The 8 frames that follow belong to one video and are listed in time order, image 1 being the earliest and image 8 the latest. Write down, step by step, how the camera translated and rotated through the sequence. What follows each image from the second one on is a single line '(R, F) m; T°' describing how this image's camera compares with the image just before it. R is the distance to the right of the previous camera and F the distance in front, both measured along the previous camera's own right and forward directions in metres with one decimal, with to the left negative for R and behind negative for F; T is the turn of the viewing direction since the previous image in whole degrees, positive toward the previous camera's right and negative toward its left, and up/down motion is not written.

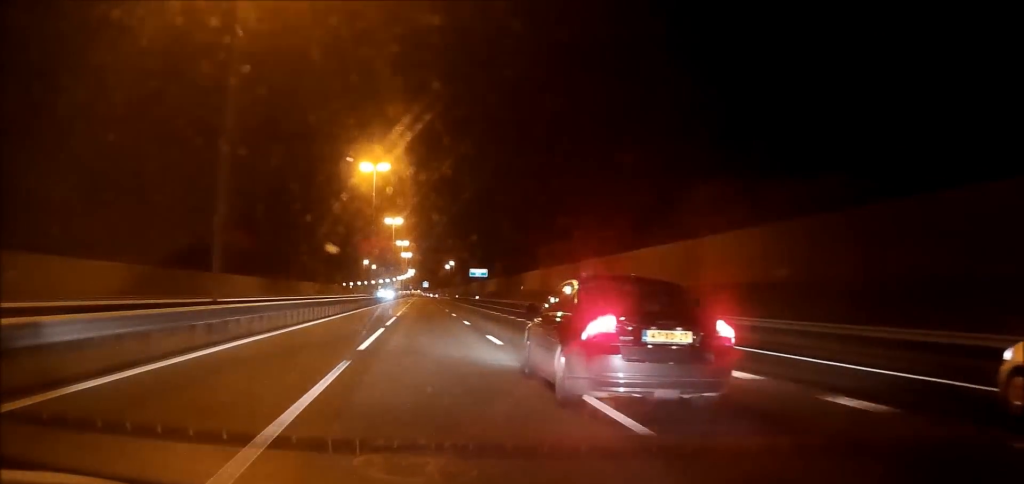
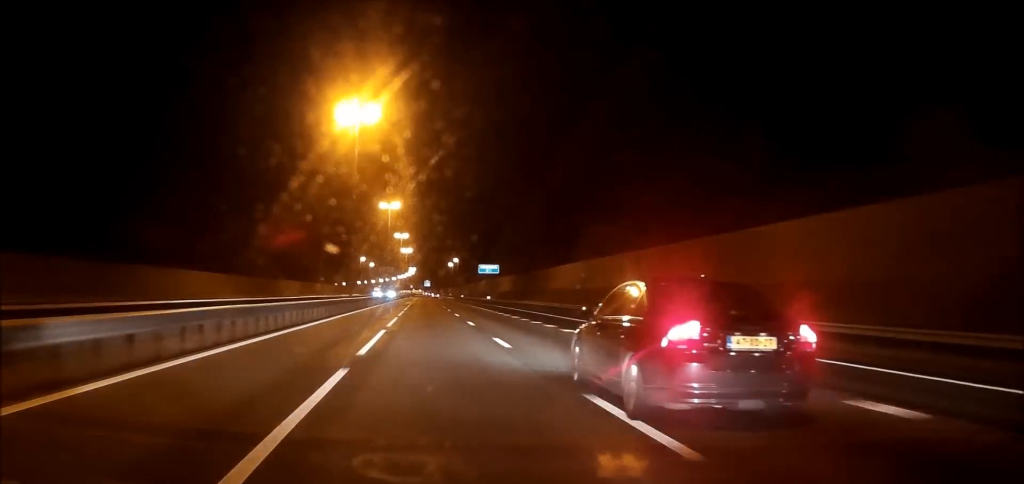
(-0.1, +25.2) m; 0°
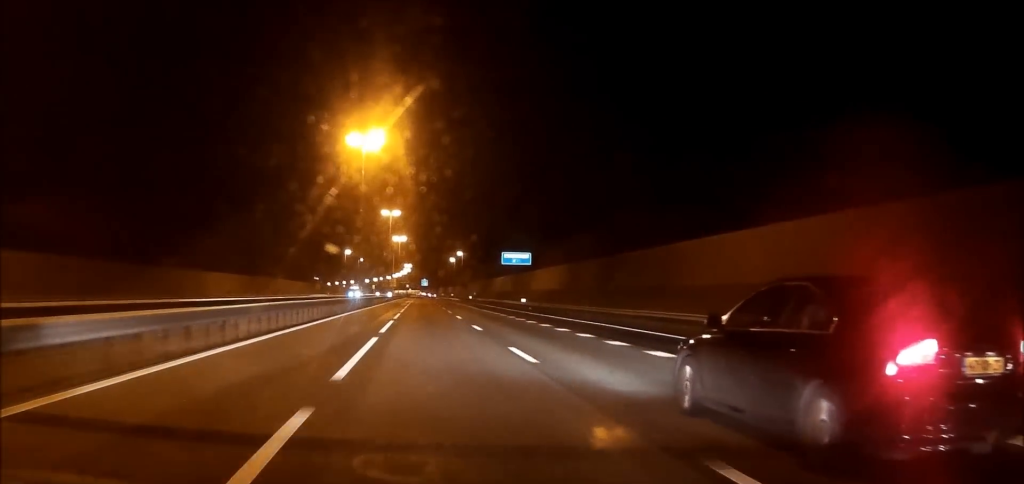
(-0.2, +52.1) m; 0°
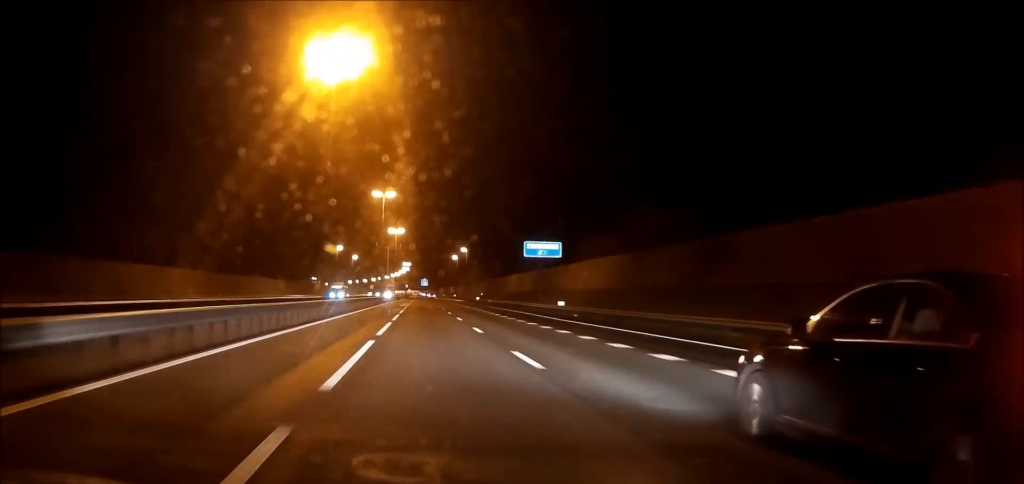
(0.0, +25.1) m; 0°
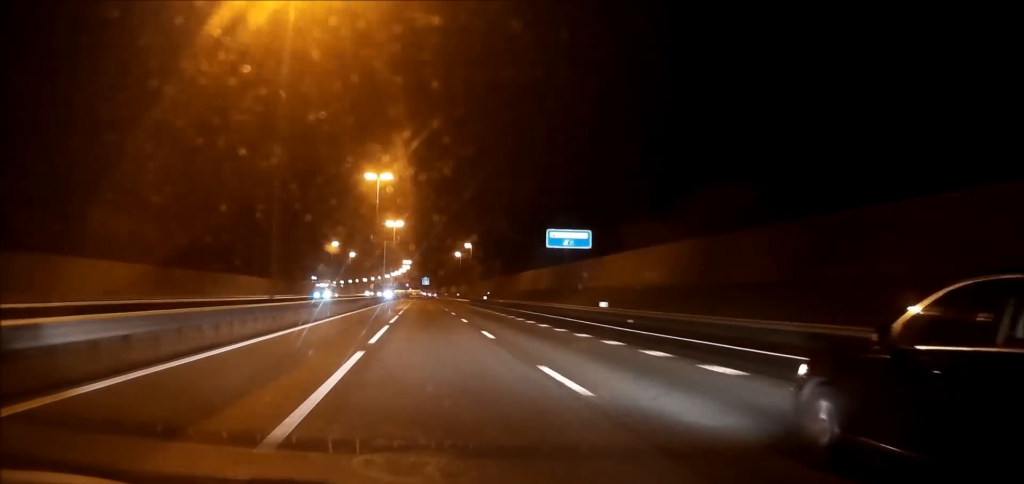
(0.0, +15.5) m; 0°
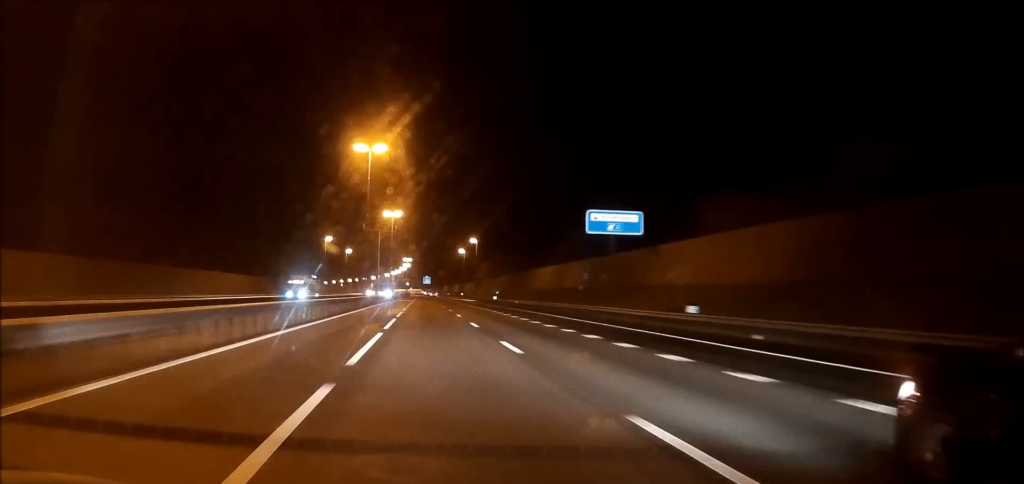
(-0.1, +17.5) m; 0°
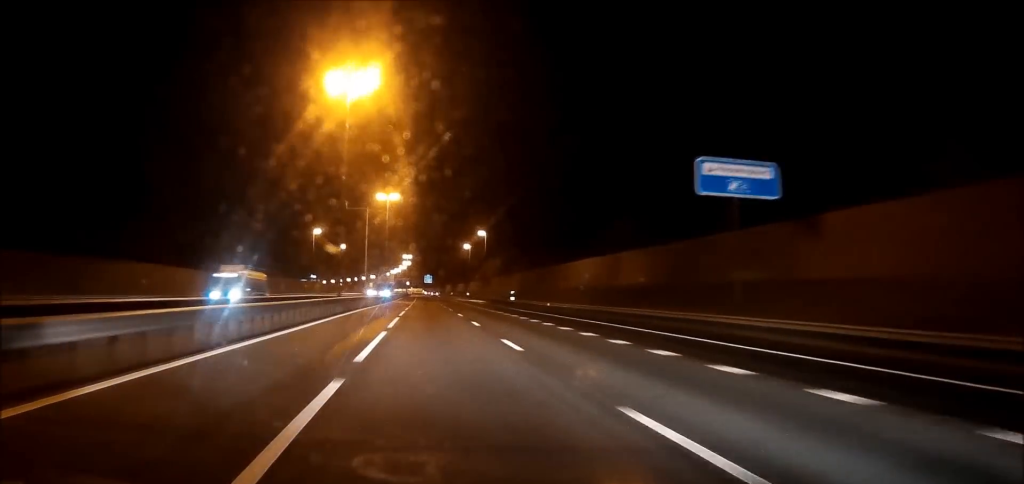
(0.0, +23.4) m; 0°
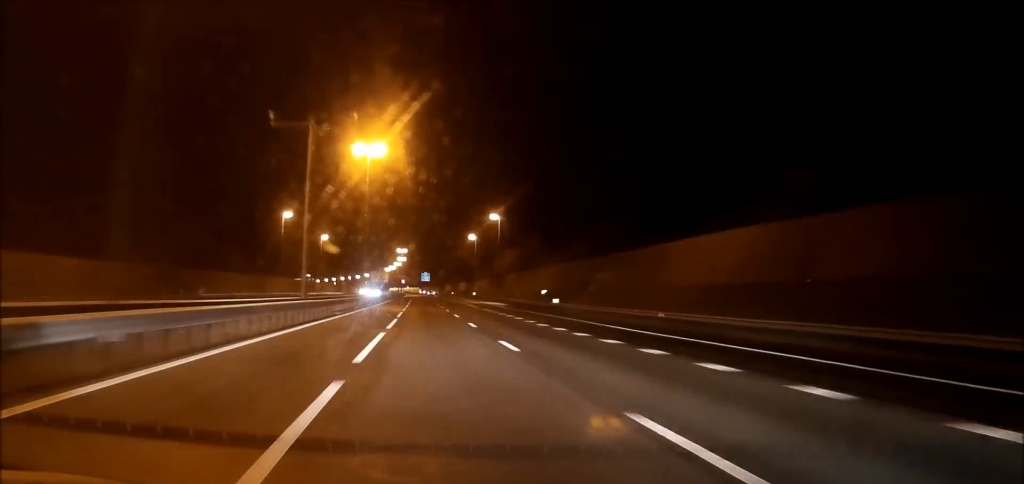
(0.0, +36.2) m; 0°
